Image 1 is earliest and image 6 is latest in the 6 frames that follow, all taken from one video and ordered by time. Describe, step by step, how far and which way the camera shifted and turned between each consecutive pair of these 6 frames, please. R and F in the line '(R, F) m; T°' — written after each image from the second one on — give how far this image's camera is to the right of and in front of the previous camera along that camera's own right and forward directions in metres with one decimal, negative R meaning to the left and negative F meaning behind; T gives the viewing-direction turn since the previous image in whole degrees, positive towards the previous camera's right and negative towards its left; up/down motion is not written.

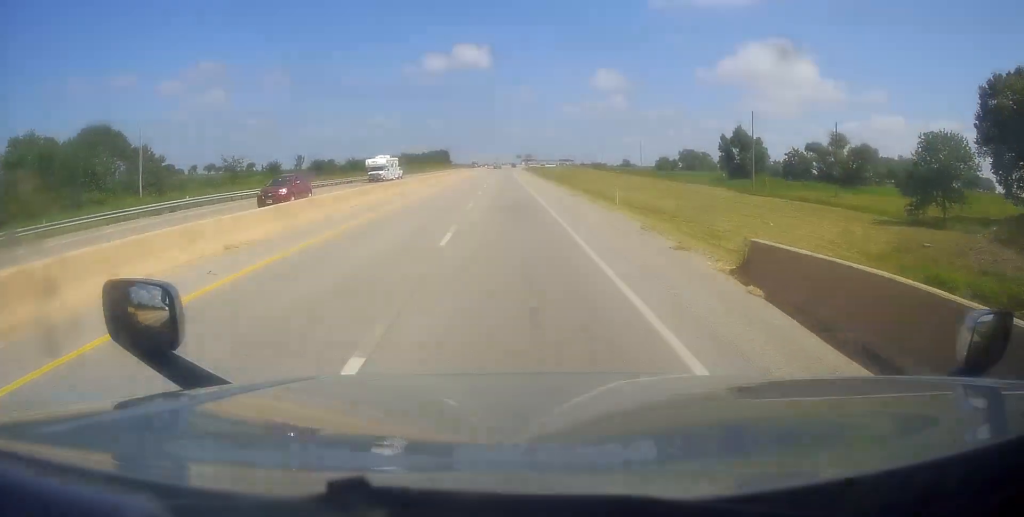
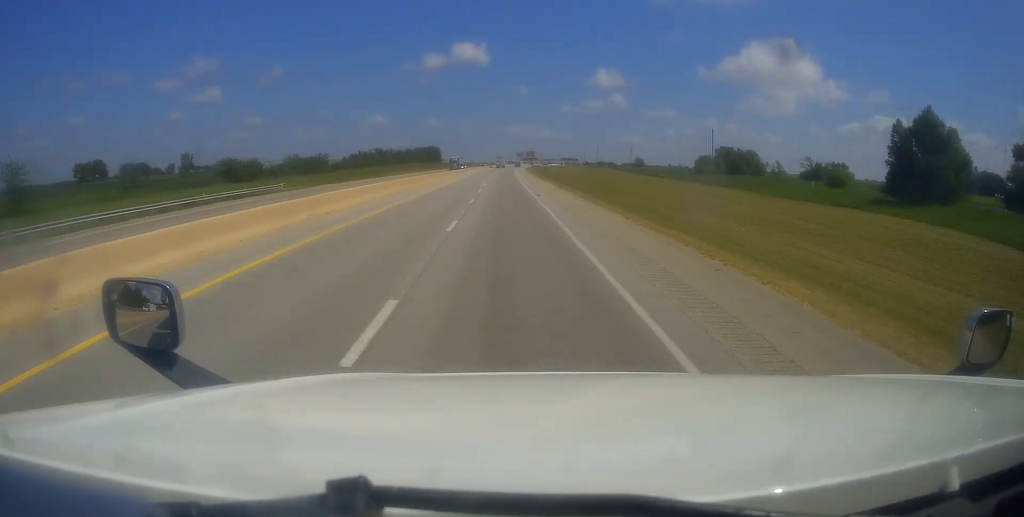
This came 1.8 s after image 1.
(+0.4, +58.1) m; 0°
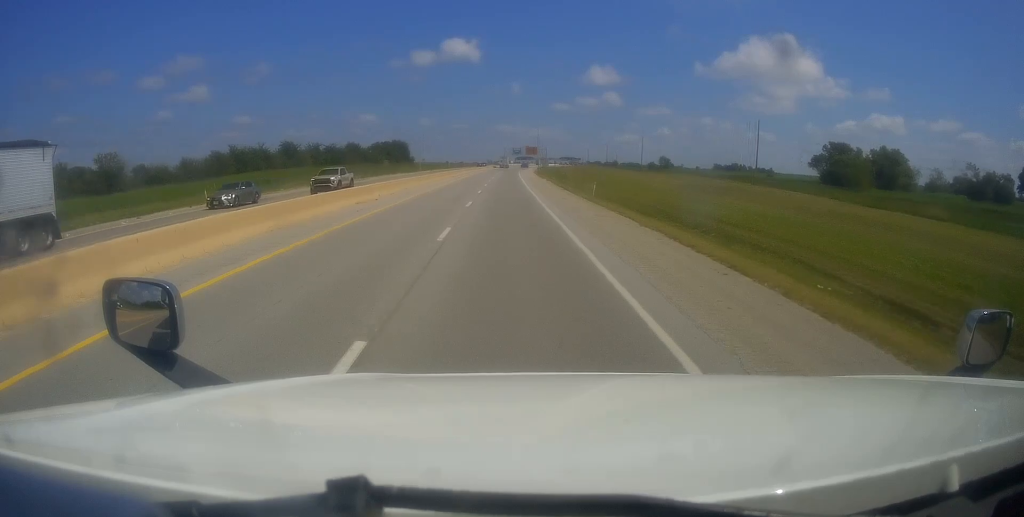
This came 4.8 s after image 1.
(-1.7, +99.6) m; 0°
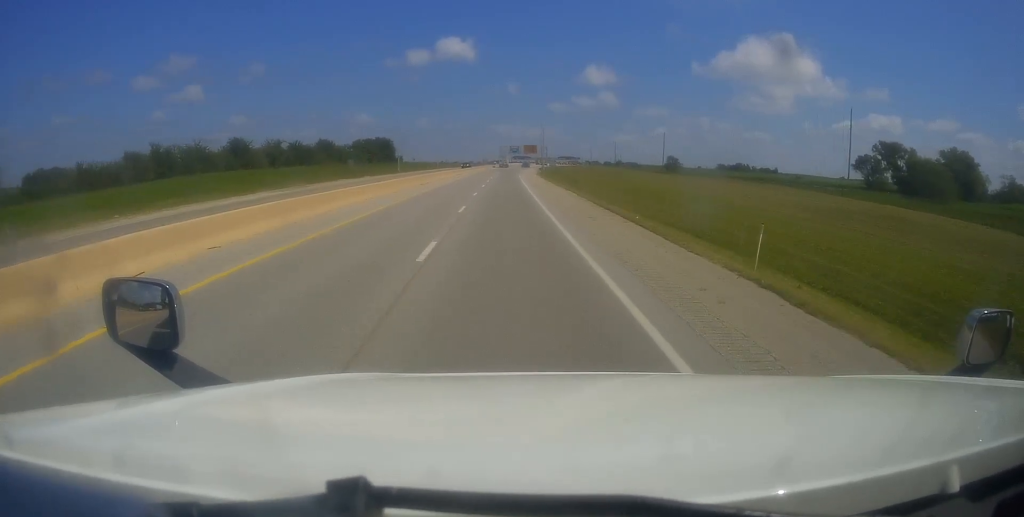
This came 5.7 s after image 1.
(+1.0, +27.7) m; +1°
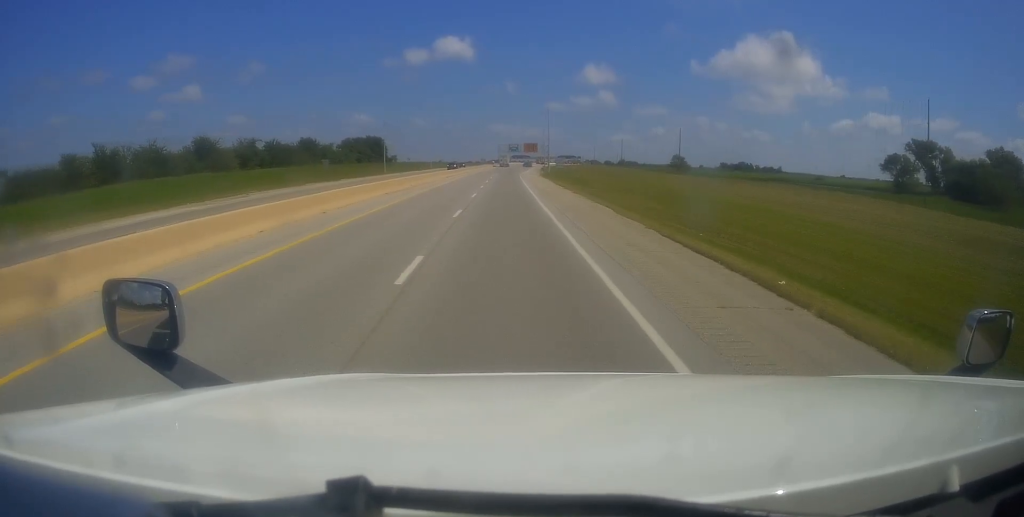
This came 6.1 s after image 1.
(-0.1, +14.6) m; 0°
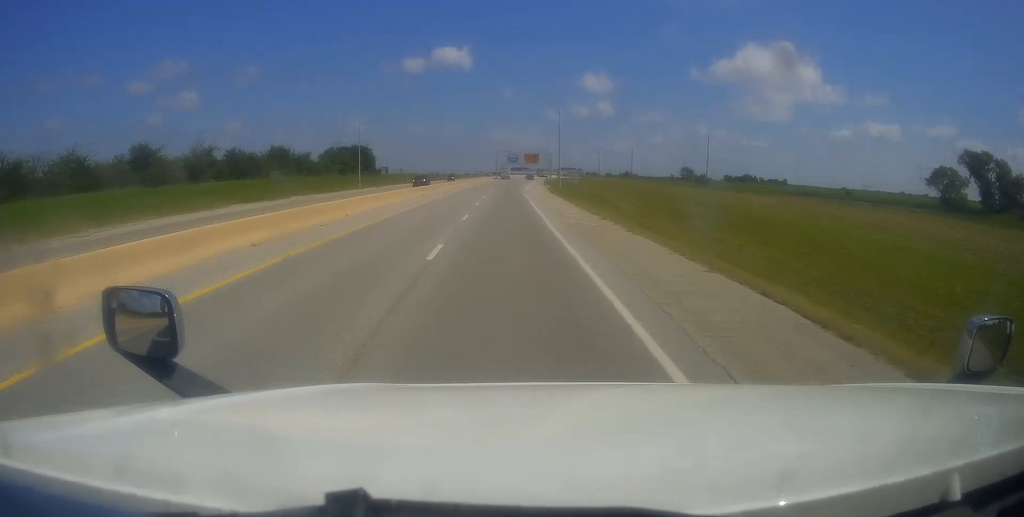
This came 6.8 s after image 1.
(-0.2, +20.0) m; -1°
